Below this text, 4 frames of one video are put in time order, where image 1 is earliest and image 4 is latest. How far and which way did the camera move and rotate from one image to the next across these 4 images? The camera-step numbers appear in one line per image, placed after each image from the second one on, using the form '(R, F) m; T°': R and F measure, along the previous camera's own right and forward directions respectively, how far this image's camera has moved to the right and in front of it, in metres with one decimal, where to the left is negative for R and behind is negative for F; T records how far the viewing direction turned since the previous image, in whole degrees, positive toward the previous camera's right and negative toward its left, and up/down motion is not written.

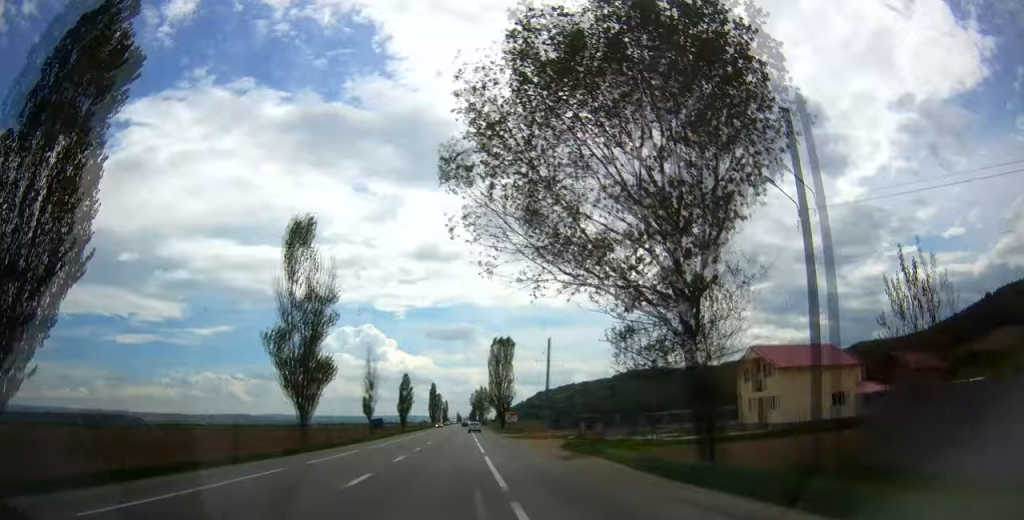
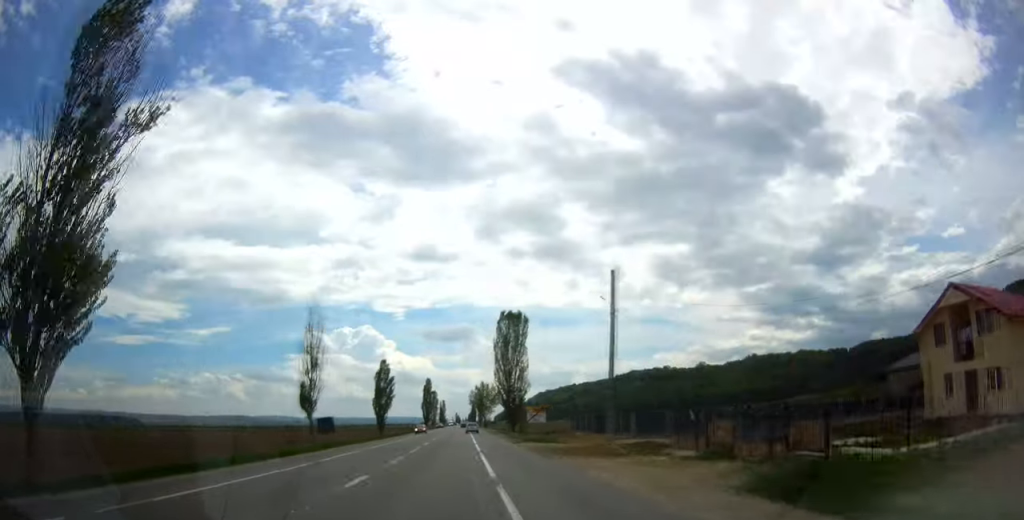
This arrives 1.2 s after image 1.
(-0.1, +27.1) m; -1°
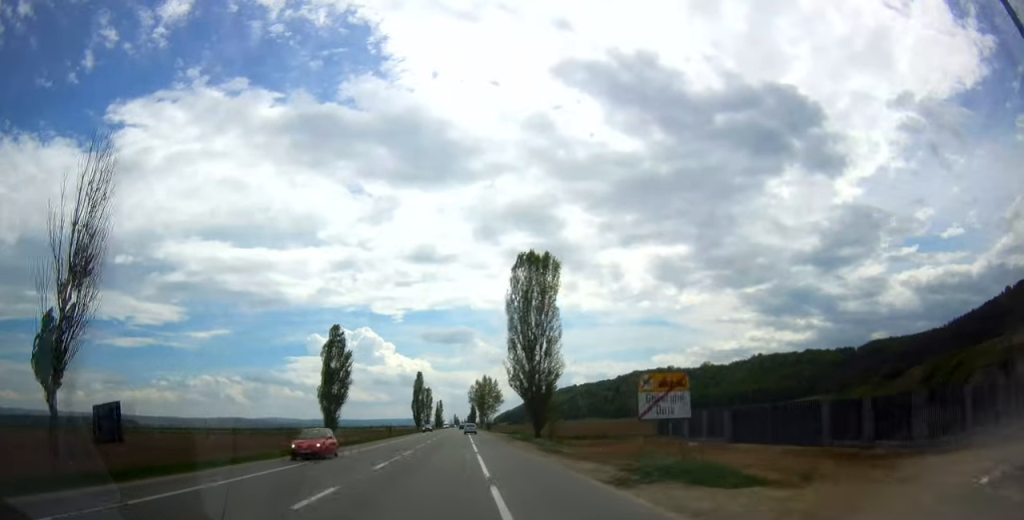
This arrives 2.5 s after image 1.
(-0.3, +29.6) m; +1°
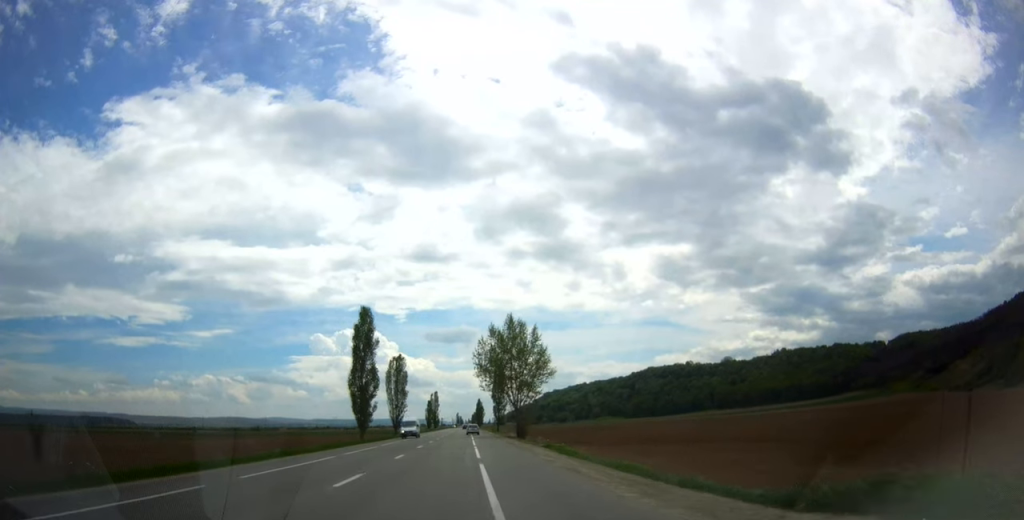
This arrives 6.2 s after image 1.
(+1.5, +83.0) m; 0°
